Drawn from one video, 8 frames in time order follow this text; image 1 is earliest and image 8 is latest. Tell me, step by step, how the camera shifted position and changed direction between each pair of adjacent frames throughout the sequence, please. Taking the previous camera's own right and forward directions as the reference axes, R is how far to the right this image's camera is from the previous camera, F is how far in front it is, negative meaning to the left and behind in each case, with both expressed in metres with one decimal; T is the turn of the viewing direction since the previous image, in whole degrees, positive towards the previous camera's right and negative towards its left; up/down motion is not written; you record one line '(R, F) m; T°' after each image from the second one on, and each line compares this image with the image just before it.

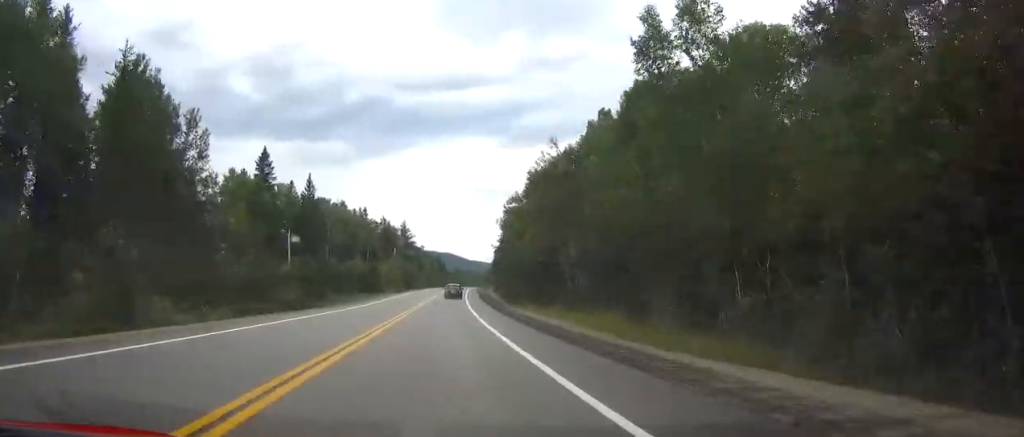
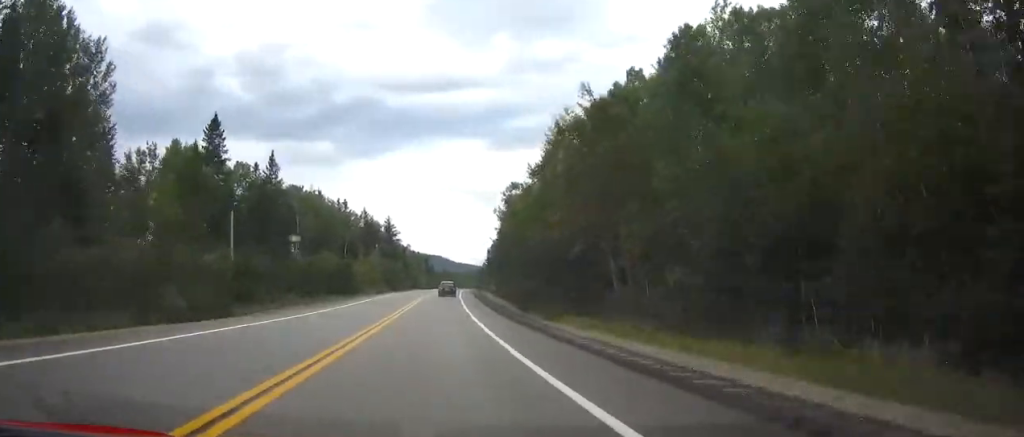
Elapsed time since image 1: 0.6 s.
(+0.4, +17.5) m; +1°
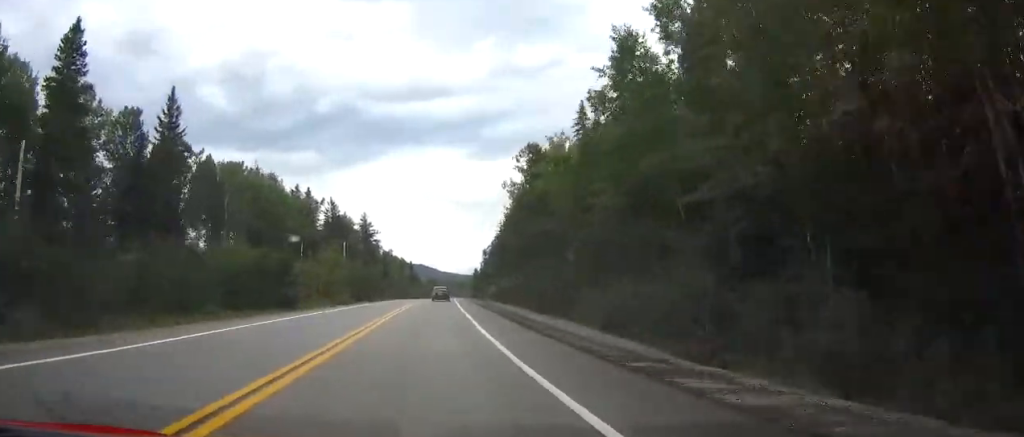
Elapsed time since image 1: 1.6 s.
(+0.1, +30.7) m; +1°
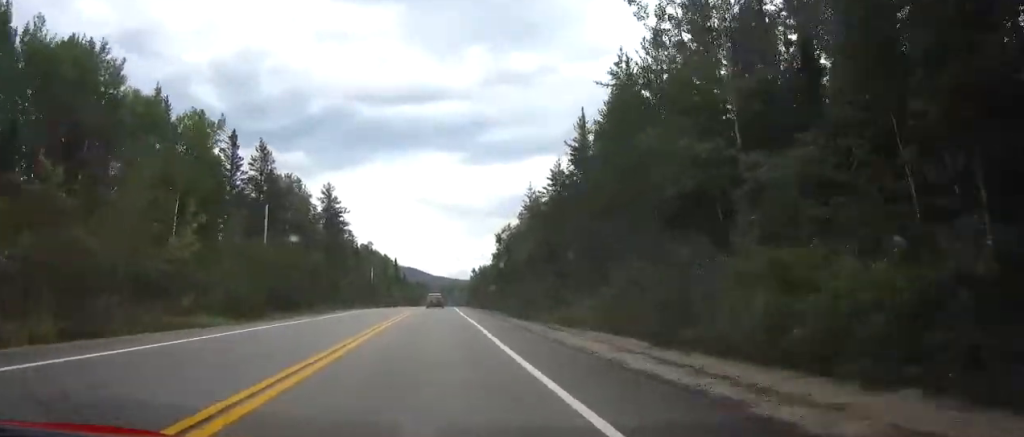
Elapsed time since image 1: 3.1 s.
(+0.9, +46.8) m; +2°
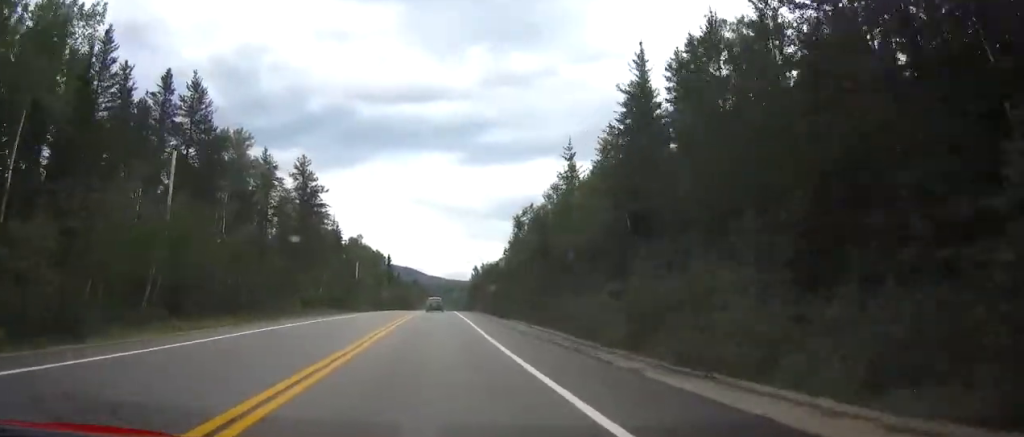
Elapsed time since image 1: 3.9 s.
(+0.1, +23.2) m; 0°
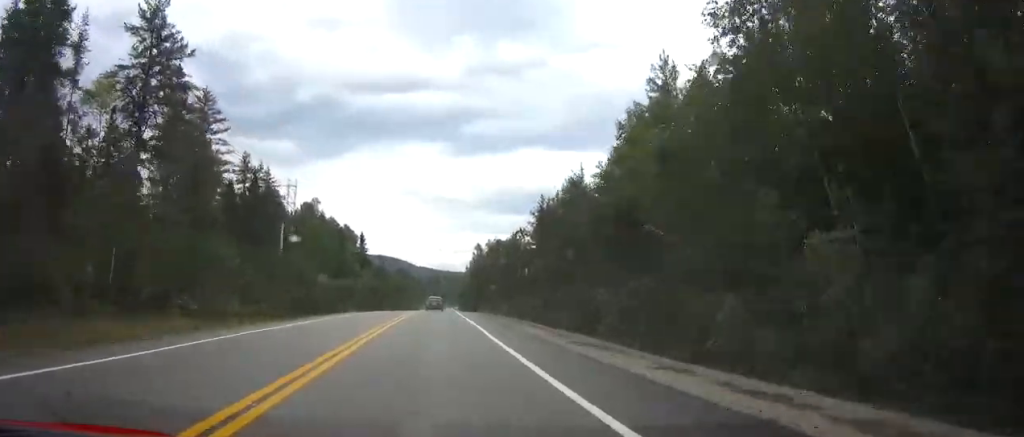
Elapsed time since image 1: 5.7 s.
(0.0, +54.3) m; 0°
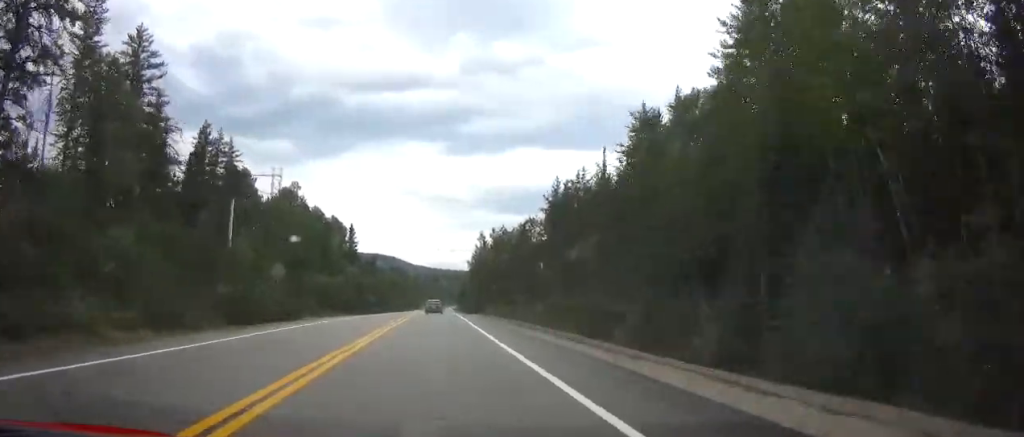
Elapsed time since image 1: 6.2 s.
(+0.1, +17.0) m; +1°
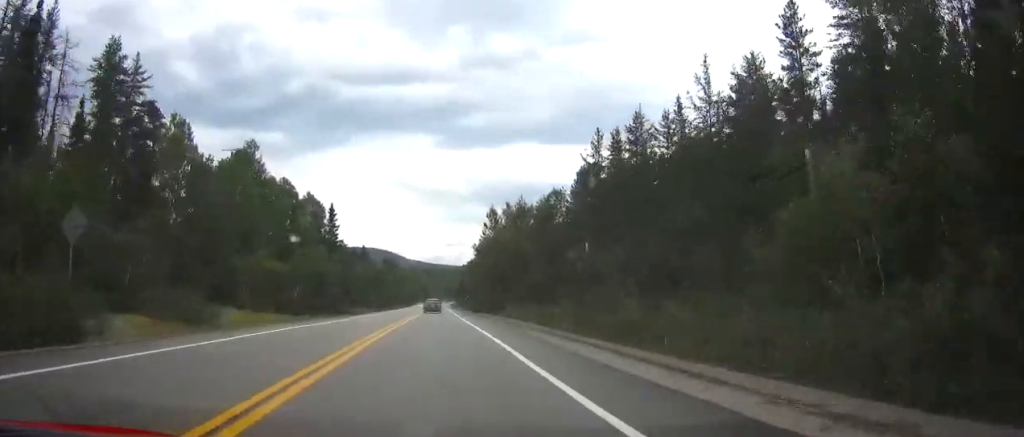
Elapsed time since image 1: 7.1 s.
(+0.2, +26.9) m; +1°
